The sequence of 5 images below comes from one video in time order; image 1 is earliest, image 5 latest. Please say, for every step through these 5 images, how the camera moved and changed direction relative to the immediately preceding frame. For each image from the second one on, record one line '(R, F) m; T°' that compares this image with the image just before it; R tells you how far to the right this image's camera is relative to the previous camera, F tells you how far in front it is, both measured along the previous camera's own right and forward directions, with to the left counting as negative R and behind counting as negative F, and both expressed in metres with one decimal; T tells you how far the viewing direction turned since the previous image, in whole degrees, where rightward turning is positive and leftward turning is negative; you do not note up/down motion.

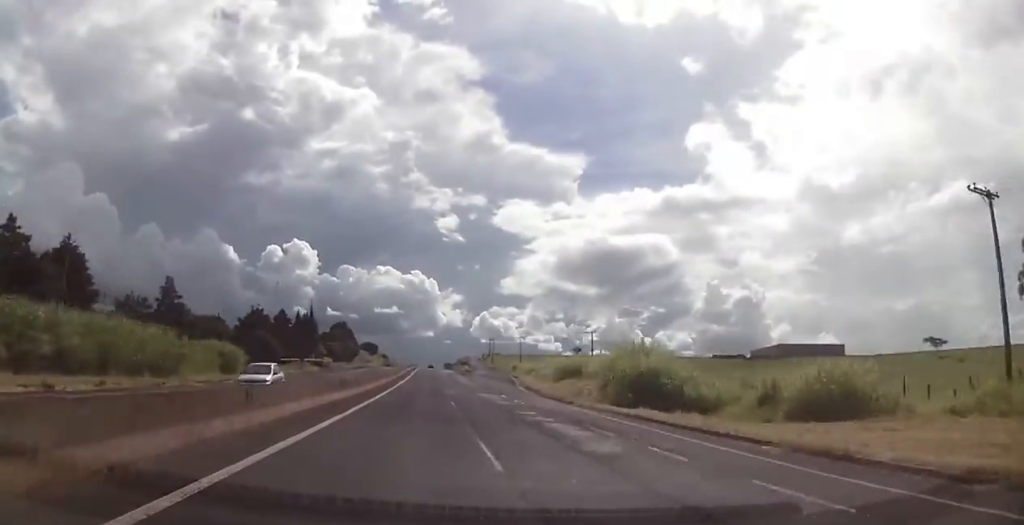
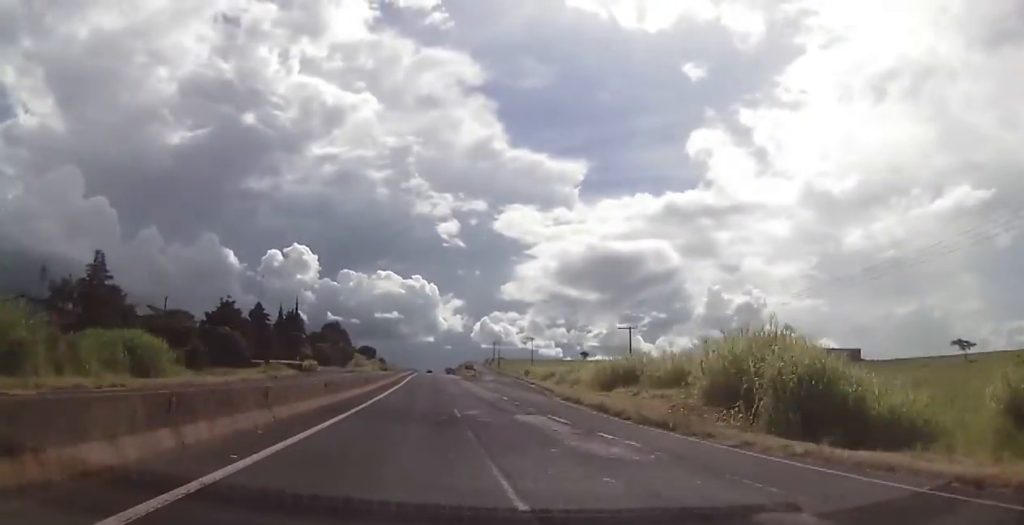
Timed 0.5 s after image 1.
(+0.2, +19.1) m; 0°
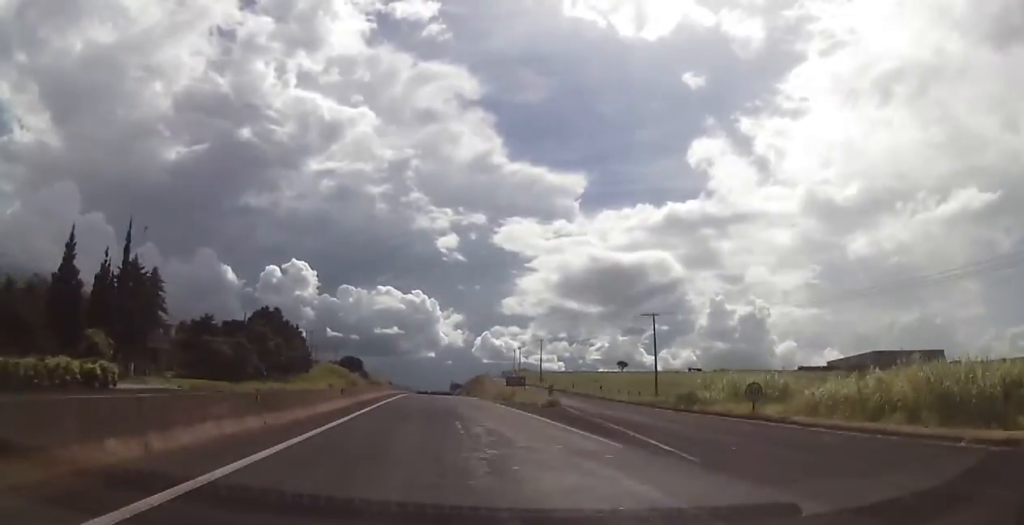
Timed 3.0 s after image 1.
(-0.5, +86.3) m; -1°
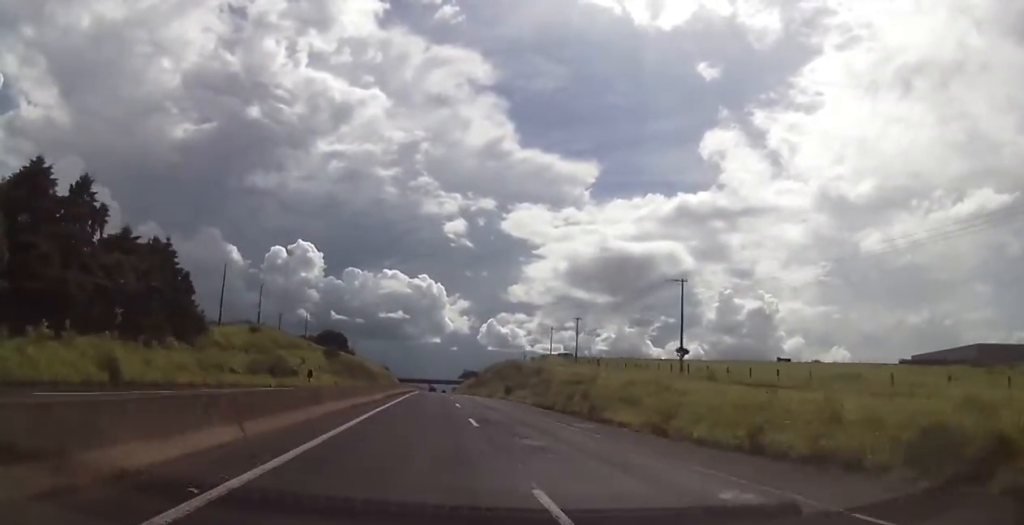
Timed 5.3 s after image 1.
(+0.8, +80.4) m; 0°
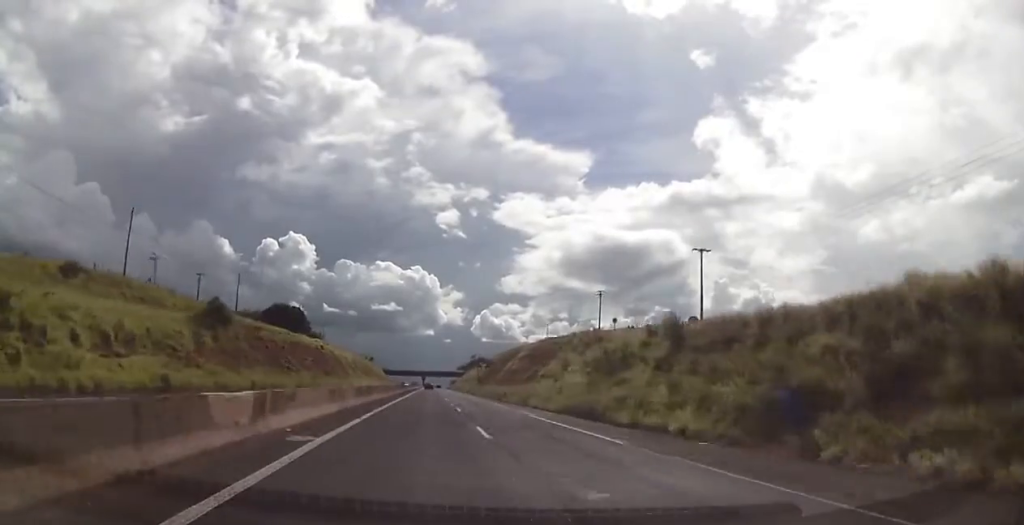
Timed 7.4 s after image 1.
(-0.8, +69.9) m; 0°
